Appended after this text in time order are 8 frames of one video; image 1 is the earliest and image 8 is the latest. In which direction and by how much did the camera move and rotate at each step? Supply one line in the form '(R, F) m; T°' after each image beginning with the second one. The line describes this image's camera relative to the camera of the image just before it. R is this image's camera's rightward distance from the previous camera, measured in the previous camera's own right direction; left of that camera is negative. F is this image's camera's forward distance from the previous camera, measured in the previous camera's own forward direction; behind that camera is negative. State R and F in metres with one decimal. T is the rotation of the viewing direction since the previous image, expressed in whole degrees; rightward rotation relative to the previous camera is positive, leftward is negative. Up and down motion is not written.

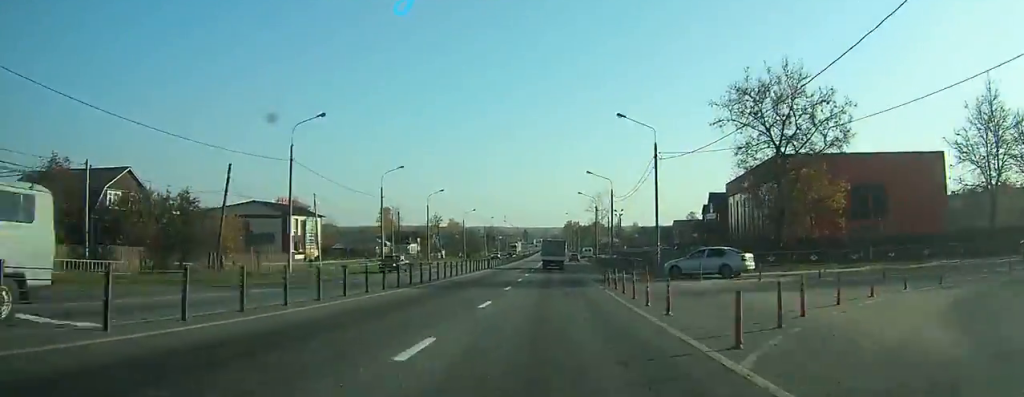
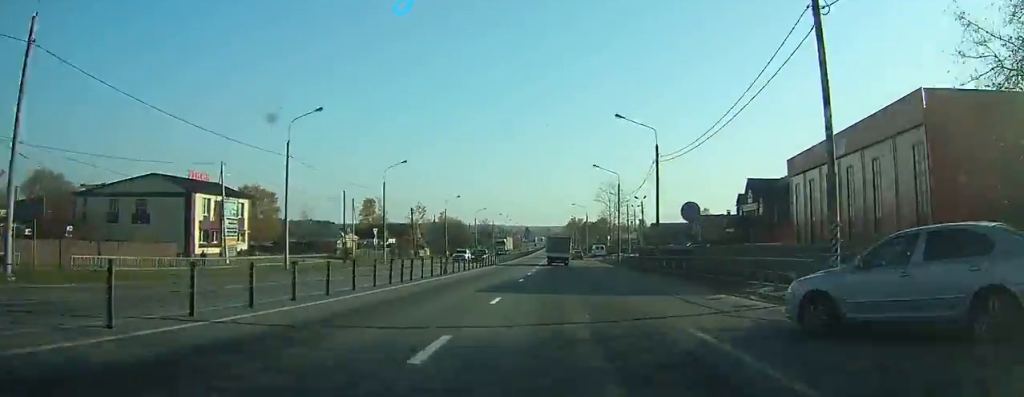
(-0.1, +24.3) m; 0°
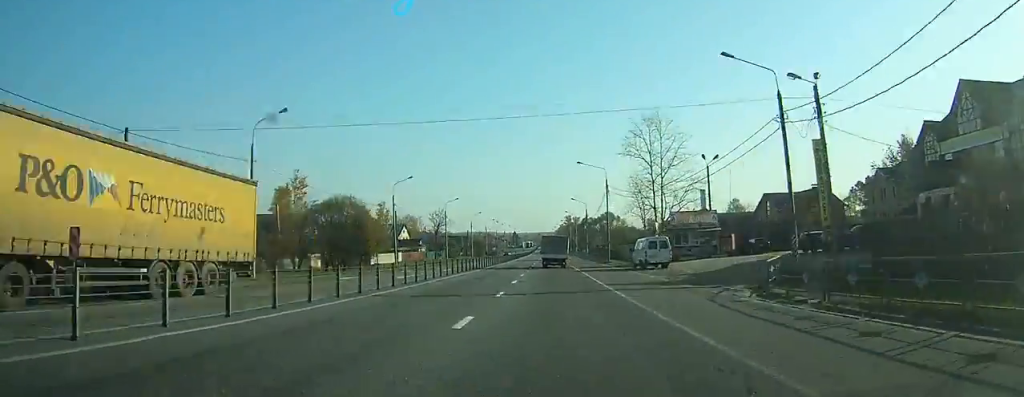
(+0.1, +62.8) m; 0°
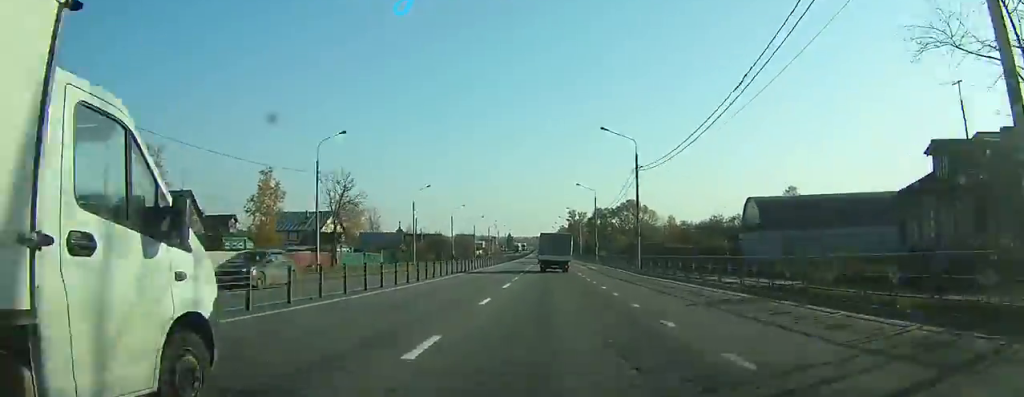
(+0.1, +58.2) m; 0°
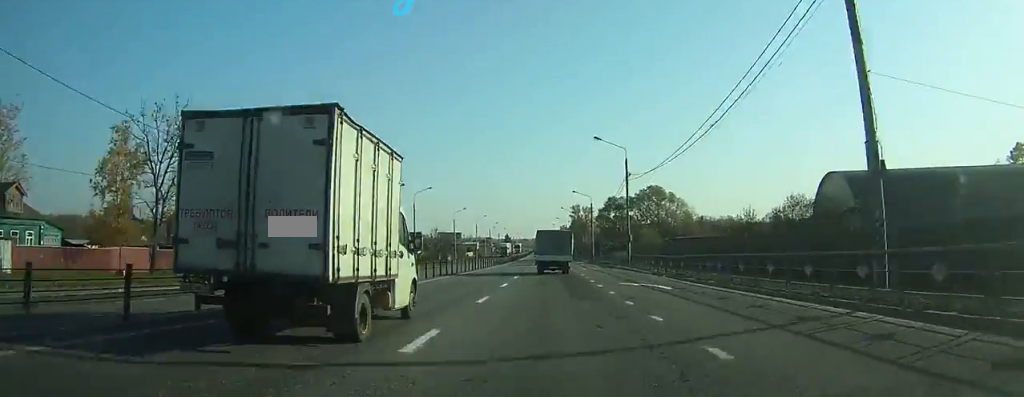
(0.0, +31.6) m; 0°
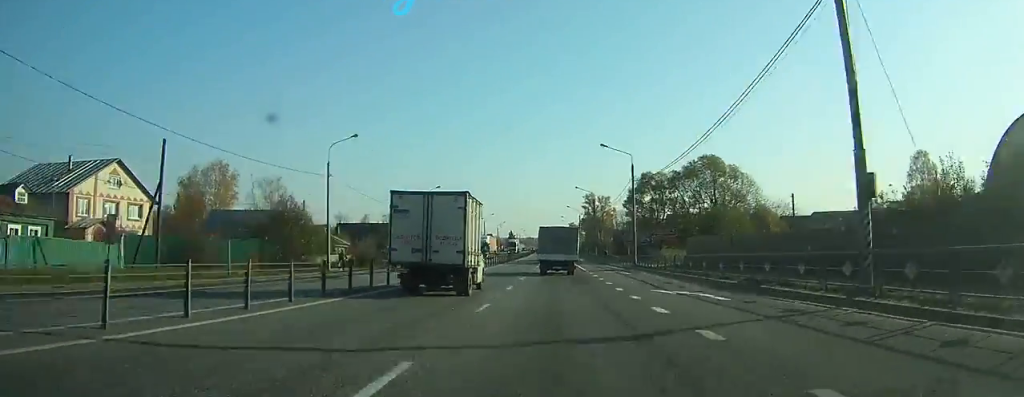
(-0.2, +34.7) m; 0°
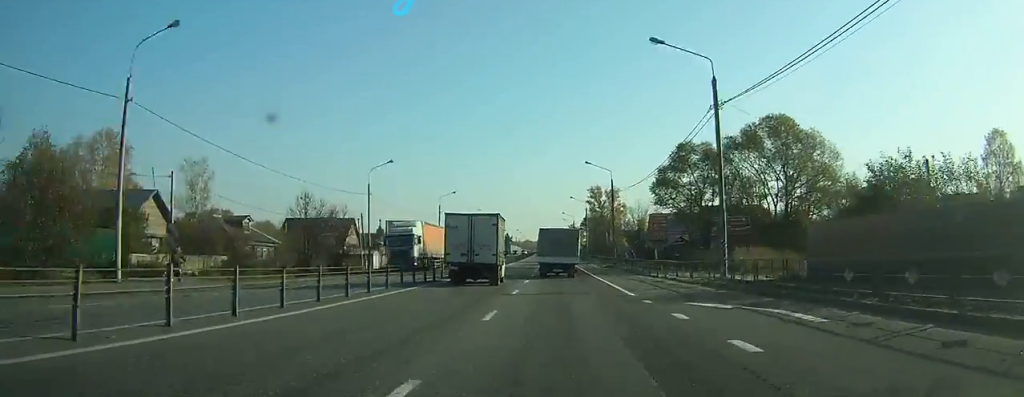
(-0.1, +24.7) m; 0°
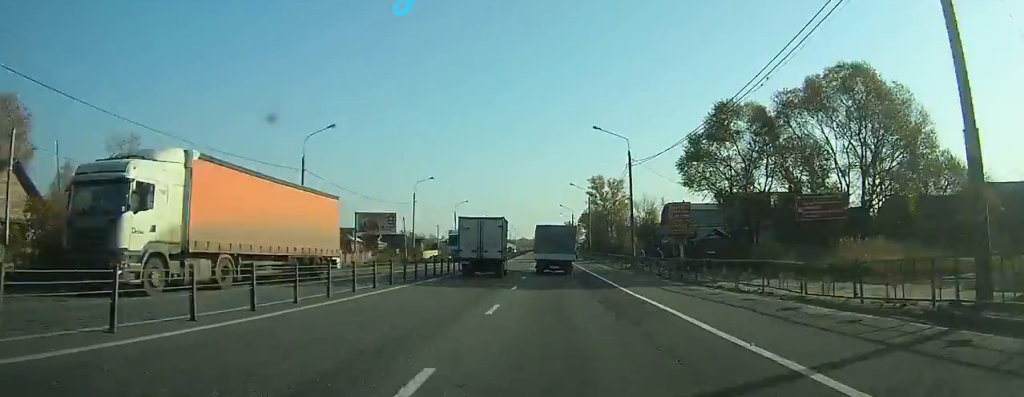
(0.0, +15.2) m; 0°
